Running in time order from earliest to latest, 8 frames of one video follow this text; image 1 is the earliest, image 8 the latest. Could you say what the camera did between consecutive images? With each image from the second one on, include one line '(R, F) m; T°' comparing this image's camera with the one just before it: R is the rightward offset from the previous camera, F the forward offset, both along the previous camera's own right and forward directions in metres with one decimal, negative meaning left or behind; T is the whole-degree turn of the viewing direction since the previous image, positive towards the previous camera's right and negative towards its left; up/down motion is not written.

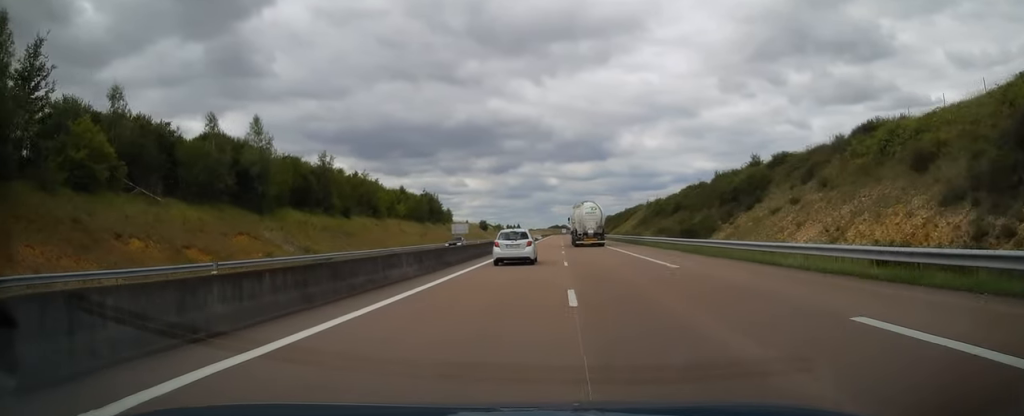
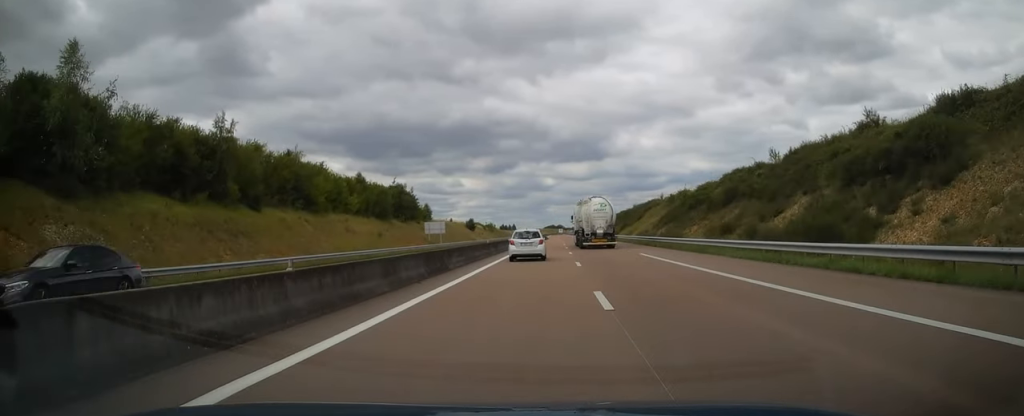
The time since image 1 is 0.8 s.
(-0.3, +26.1) m; -1°
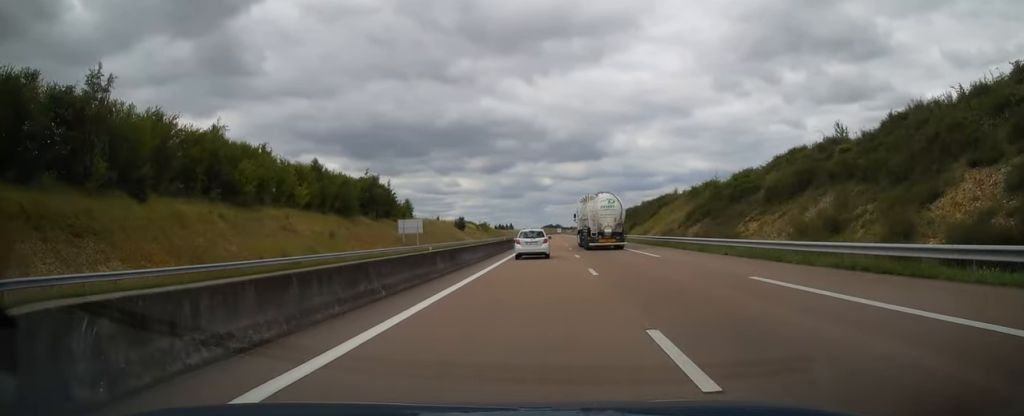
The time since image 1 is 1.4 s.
(0.0, +18.2) m; +1°
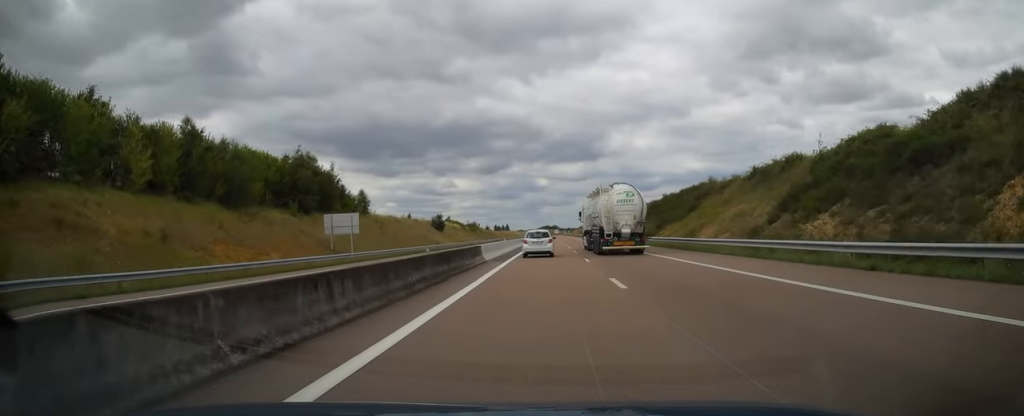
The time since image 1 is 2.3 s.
(+0.2, +29.7) m; +1°
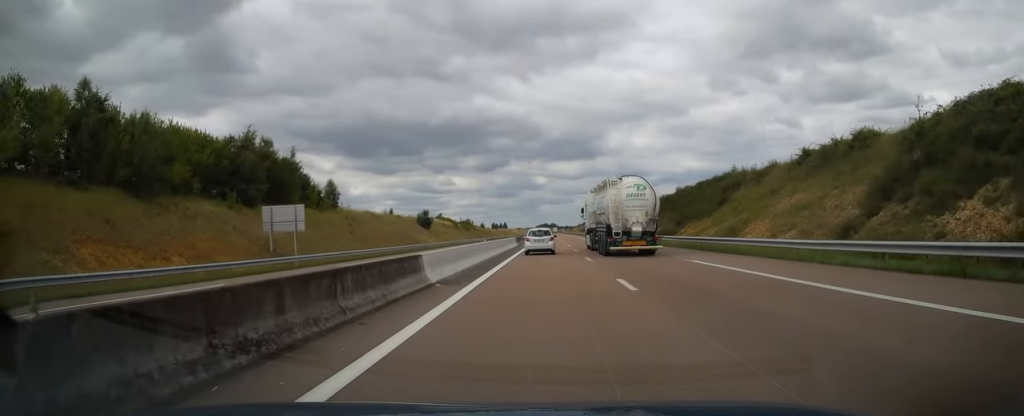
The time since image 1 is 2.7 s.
(+0.1, +13.6) m; 0°
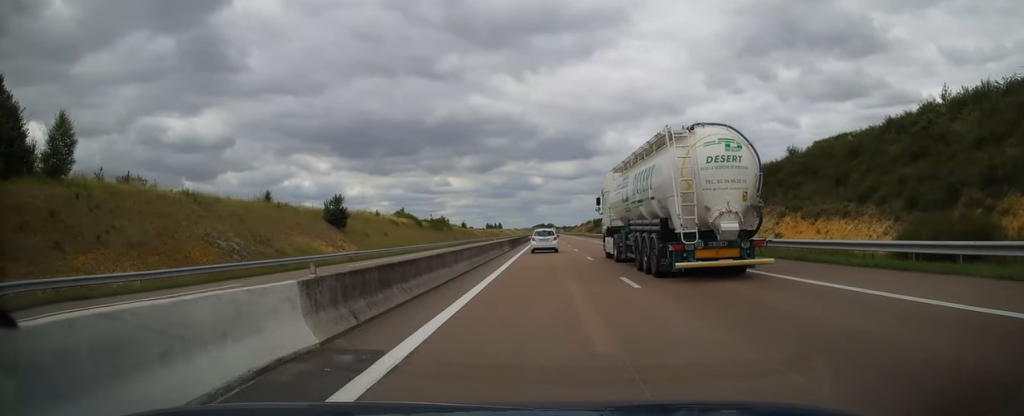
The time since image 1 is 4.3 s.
(-0.2, +50.6) m; -1°
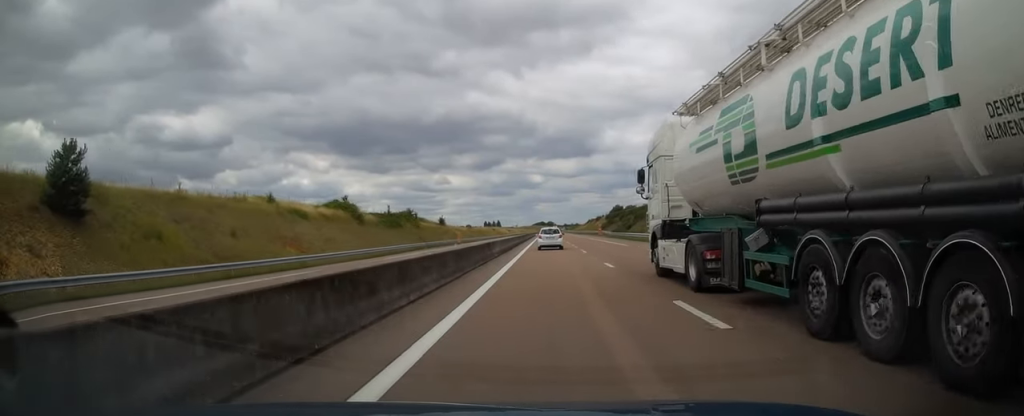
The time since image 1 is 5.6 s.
(+0.1, +44.5) m; +1°
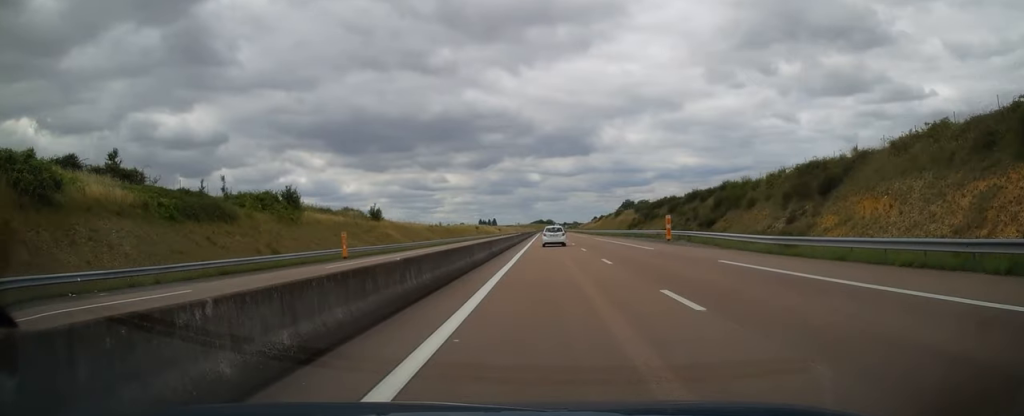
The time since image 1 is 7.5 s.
(+0.3, +62.9) m; 0°
